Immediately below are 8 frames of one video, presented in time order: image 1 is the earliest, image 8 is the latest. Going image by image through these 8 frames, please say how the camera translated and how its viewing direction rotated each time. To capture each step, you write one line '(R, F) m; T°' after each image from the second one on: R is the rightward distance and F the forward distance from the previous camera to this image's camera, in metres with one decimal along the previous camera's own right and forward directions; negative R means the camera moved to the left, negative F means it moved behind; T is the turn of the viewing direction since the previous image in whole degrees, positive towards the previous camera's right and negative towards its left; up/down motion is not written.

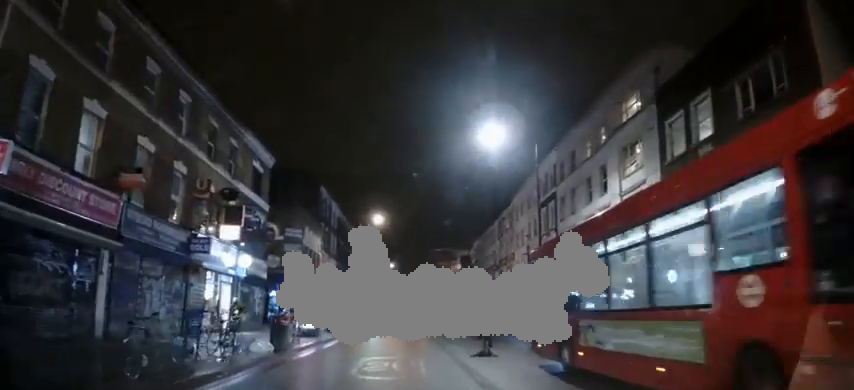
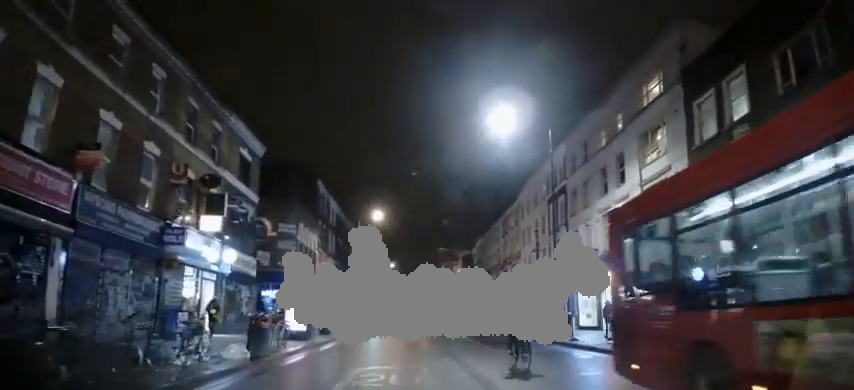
(-0.1, +2.7) m; 0°
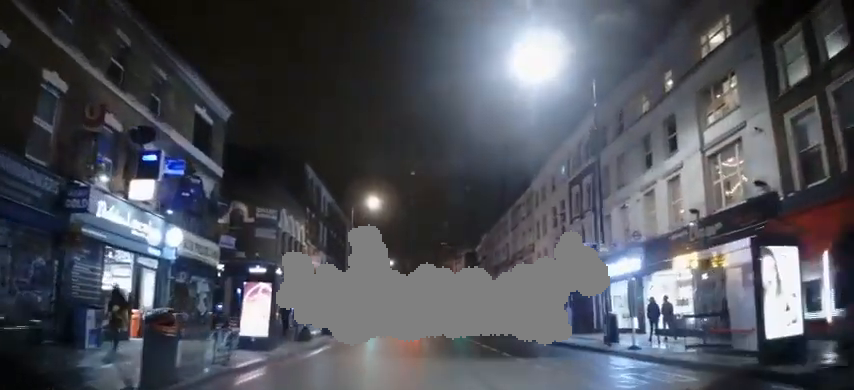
(0.0, +6.1) m; +1°
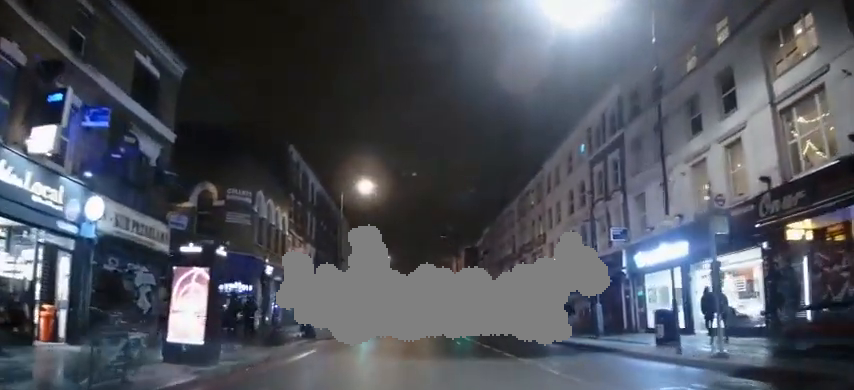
(+0.1, +4.8) m; 0°
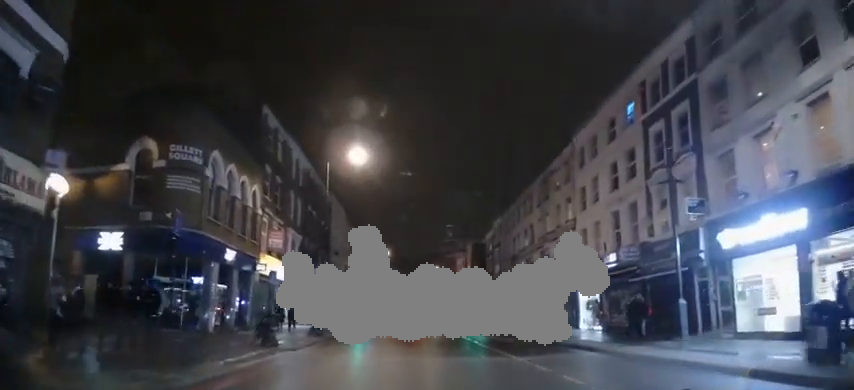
(-0.1, +7.1) m; -2°
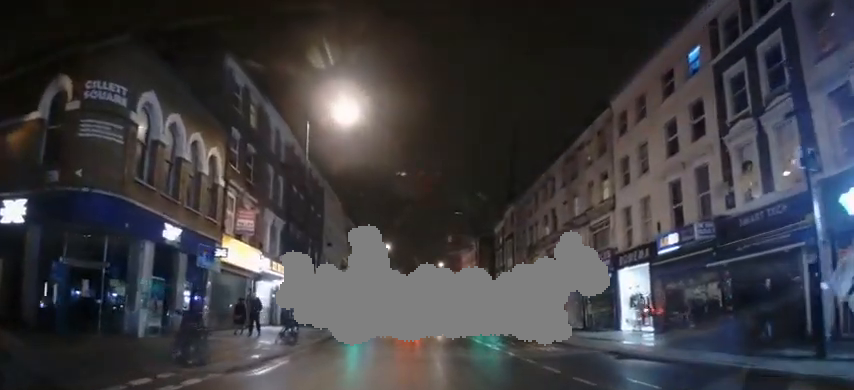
(-0.1, +6.3) m; +1°
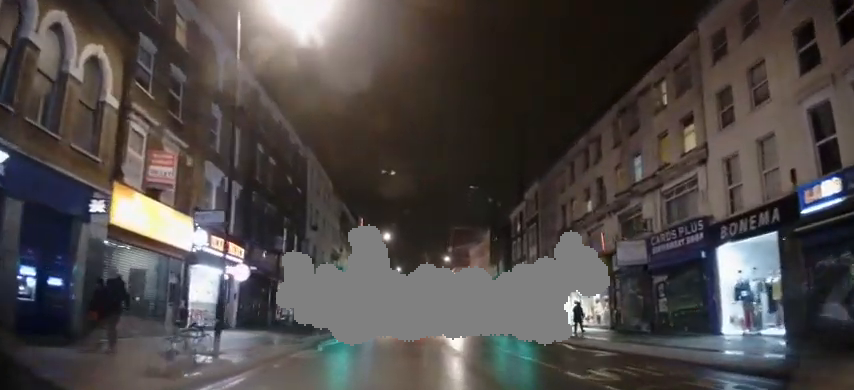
(+0.3, +9.2) m; +2°
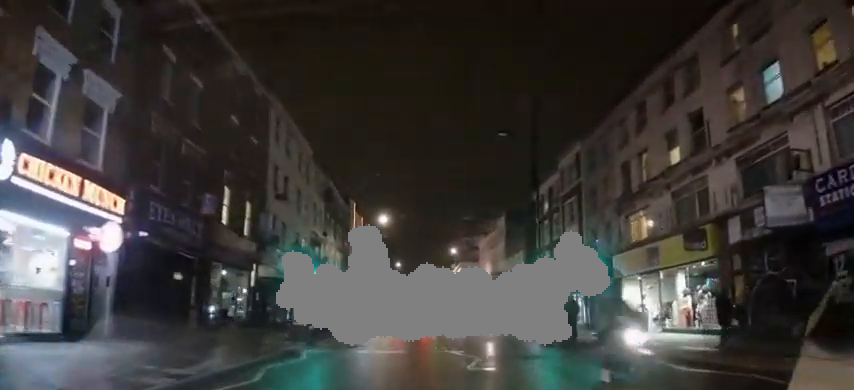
(-0.1, +10.5) m; -3°
